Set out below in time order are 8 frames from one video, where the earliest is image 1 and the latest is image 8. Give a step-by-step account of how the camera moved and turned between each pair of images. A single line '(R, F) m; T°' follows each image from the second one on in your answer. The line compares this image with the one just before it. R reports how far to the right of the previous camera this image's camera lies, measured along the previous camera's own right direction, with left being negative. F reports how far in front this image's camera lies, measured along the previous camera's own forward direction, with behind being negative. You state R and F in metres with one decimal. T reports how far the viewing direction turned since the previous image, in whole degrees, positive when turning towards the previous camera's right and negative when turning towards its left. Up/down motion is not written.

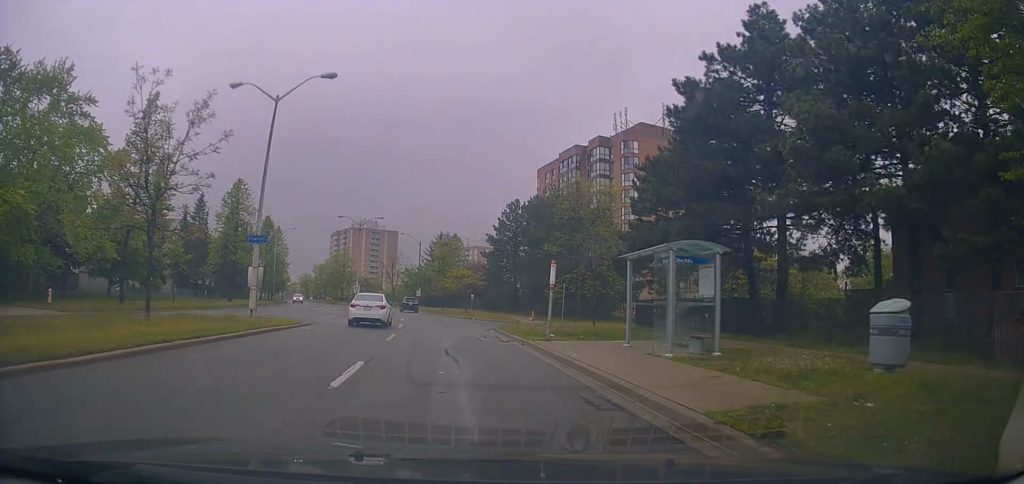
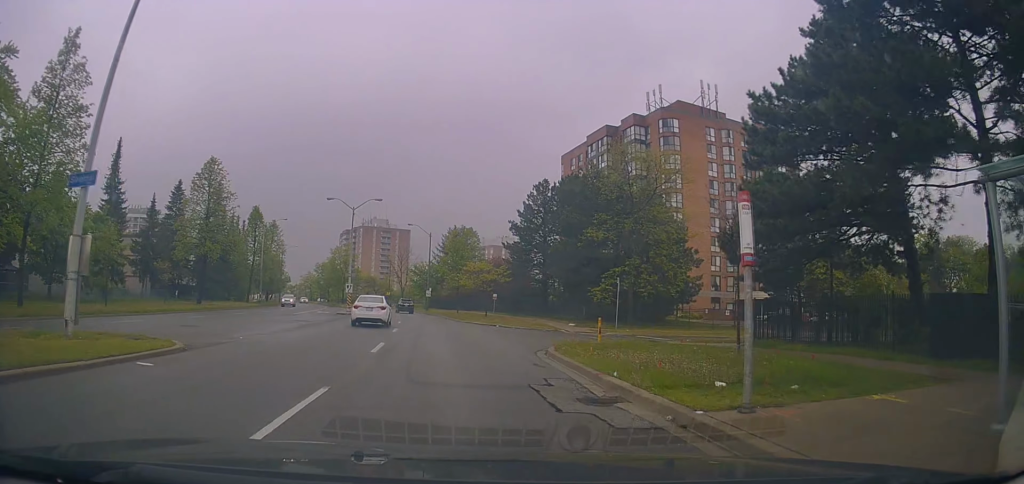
(-0.2, +11.9) m; -1°
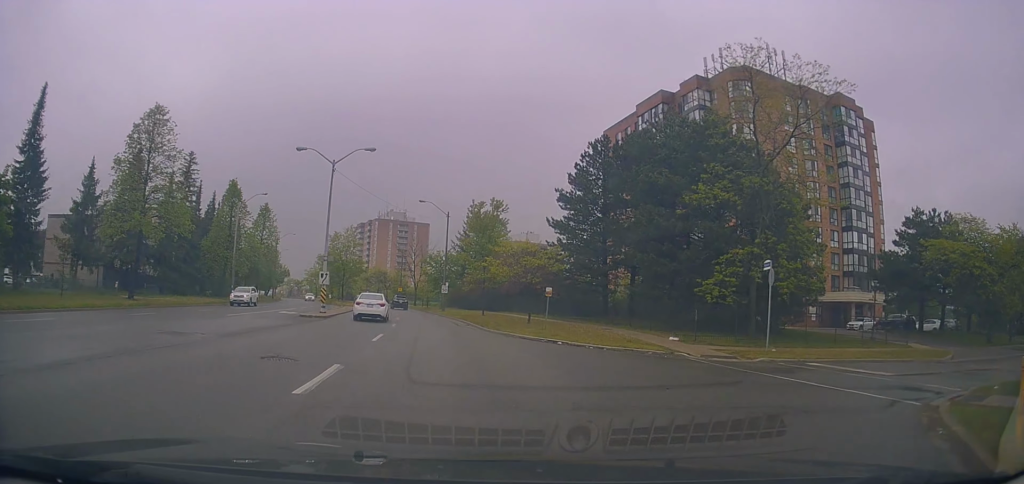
(0.0, +15.9) m; -1°
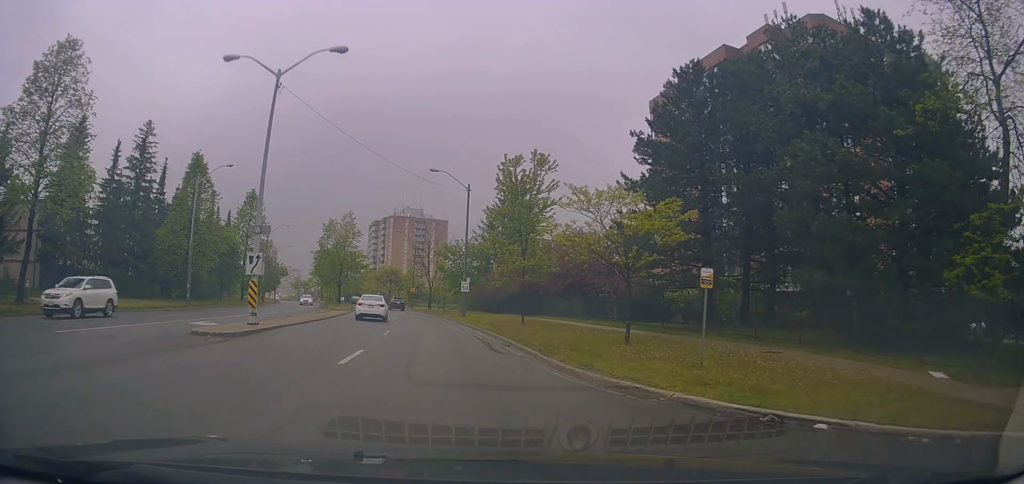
(-0.3, +14.1) m; -3°
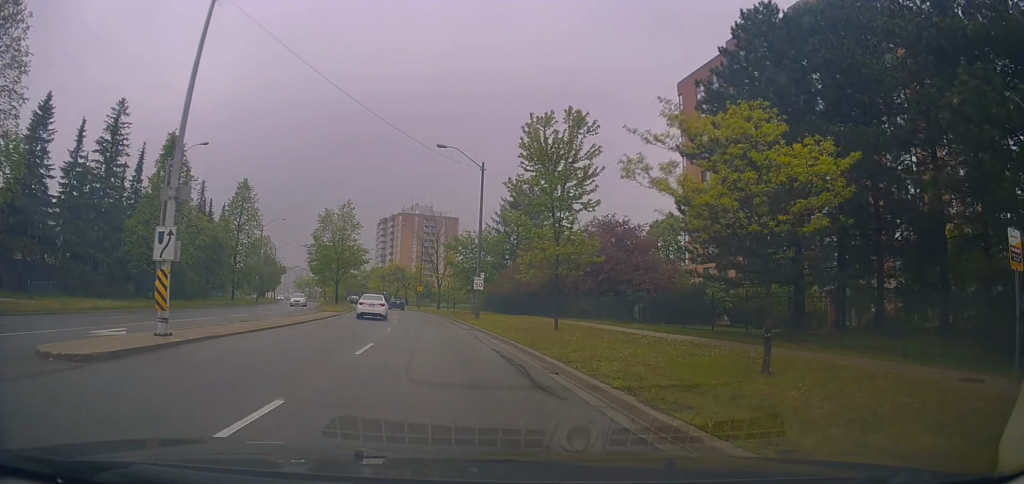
(-0.2, +7.2) m; -2°
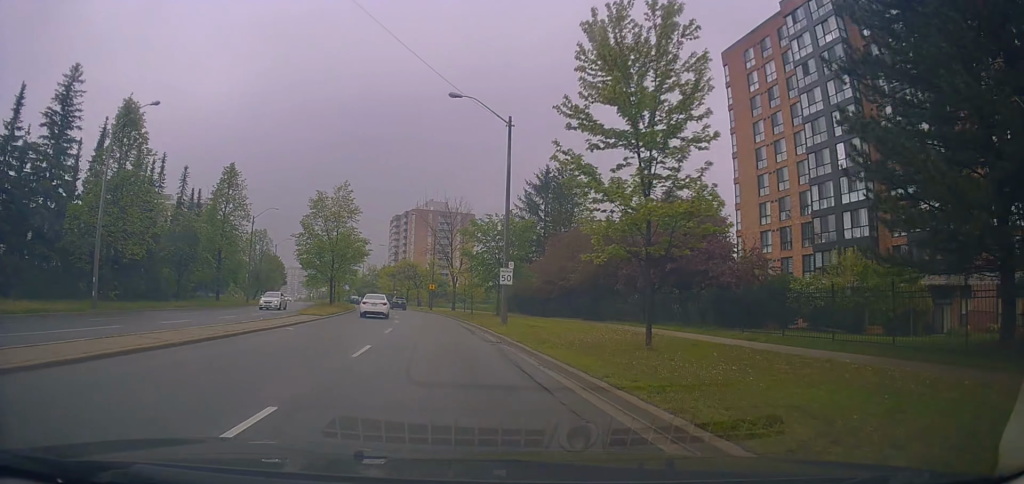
(-0.1, +9.4) m; -1°
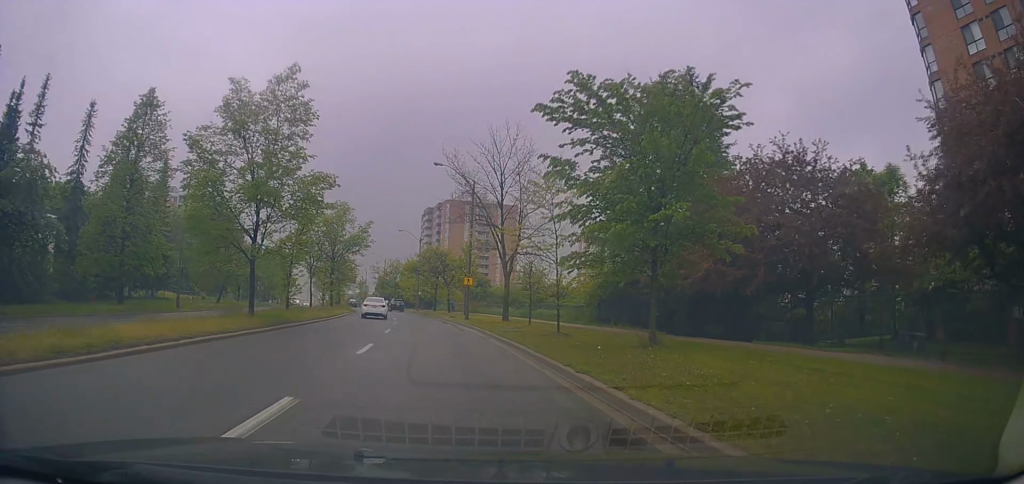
(-0.6, +25.9) m; -3°
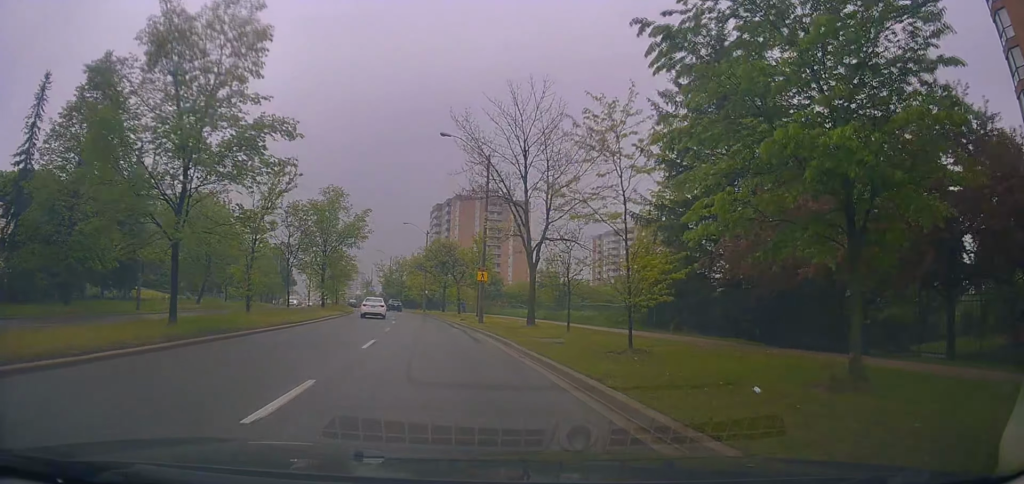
(+0.1, +7.4) m; -1°
